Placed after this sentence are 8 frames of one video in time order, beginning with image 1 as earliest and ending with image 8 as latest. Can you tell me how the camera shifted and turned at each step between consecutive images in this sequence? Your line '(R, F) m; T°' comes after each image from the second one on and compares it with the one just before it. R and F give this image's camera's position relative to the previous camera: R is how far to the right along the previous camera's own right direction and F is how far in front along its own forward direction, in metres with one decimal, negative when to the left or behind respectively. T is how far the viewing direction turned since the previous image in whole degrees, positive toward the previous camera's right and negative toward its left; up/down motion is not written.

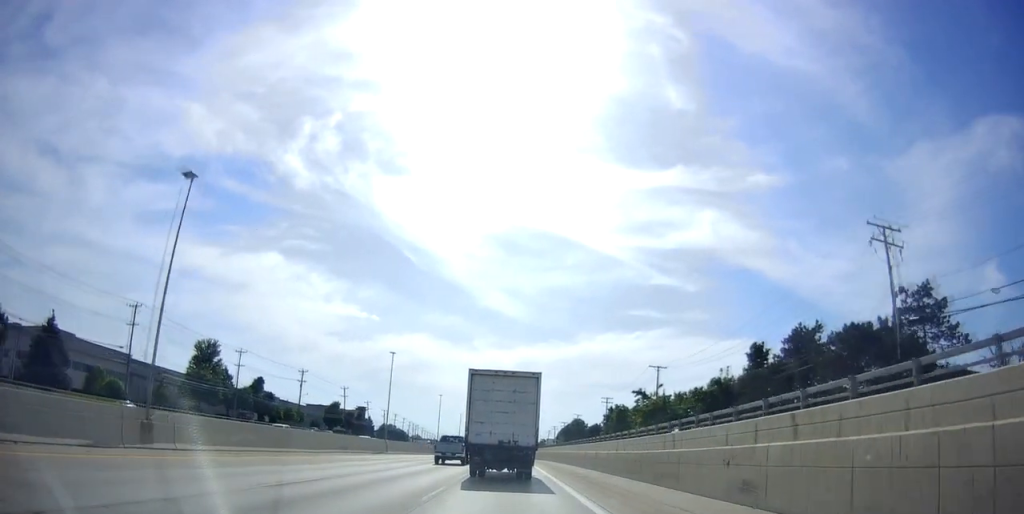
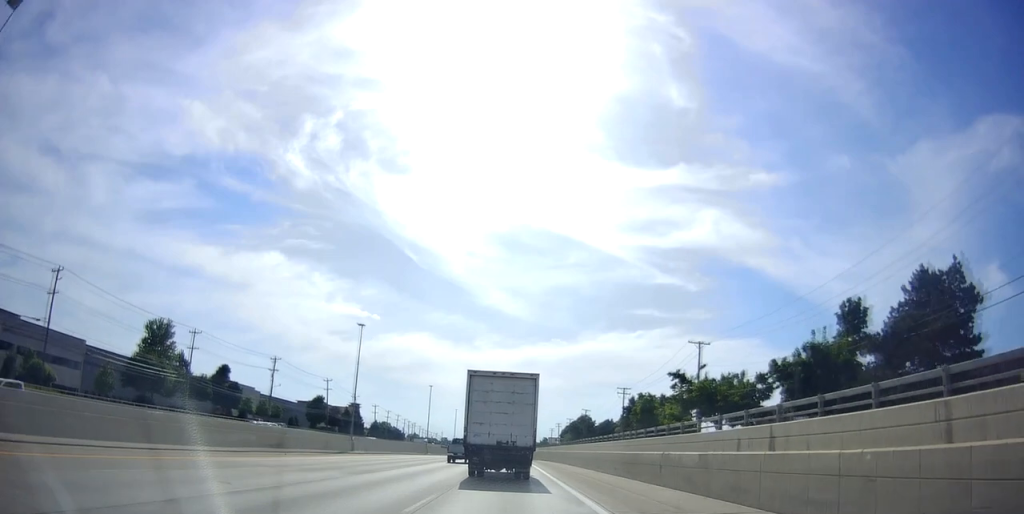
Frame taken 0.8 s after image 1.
(+0.4, +17.8) m; +1°
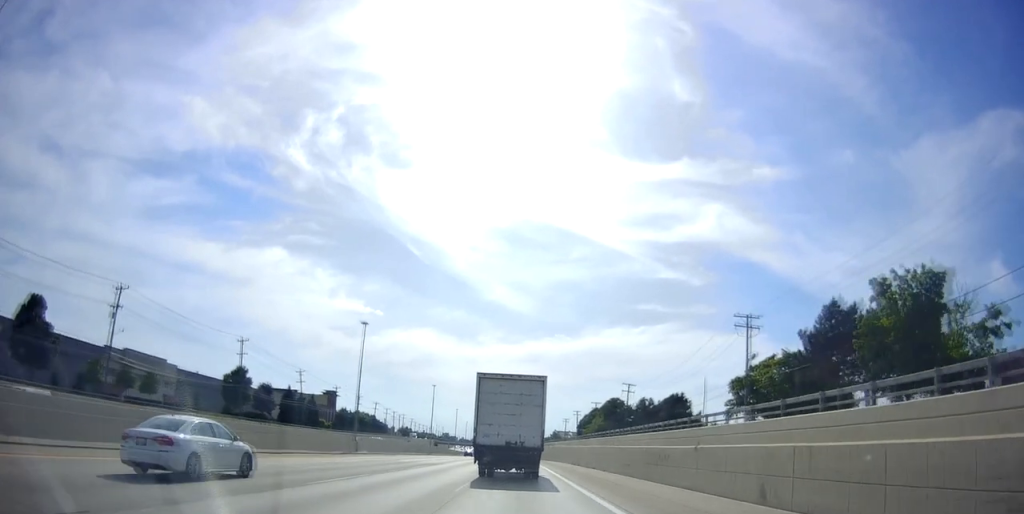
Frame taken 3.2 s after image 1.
(-1.2, +55.7) m; -3°
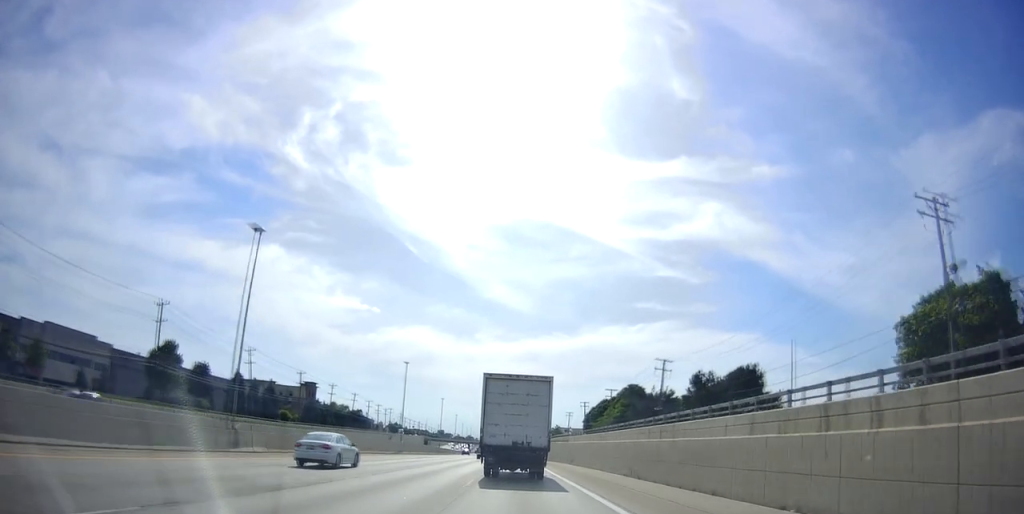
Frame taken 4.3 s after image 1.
(0.0, +27.4) m; 0°
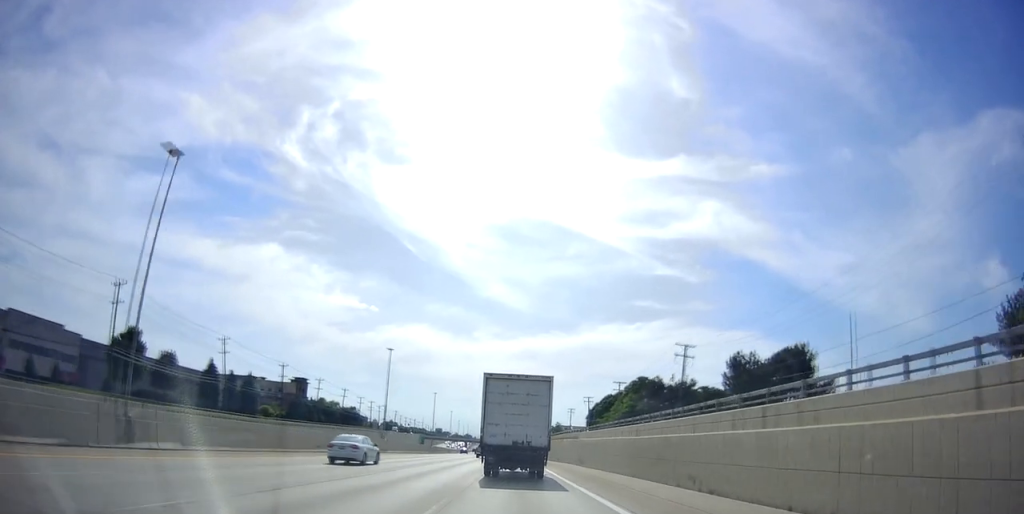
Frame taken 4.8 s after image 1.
(0.0, +11.1) m; 0°
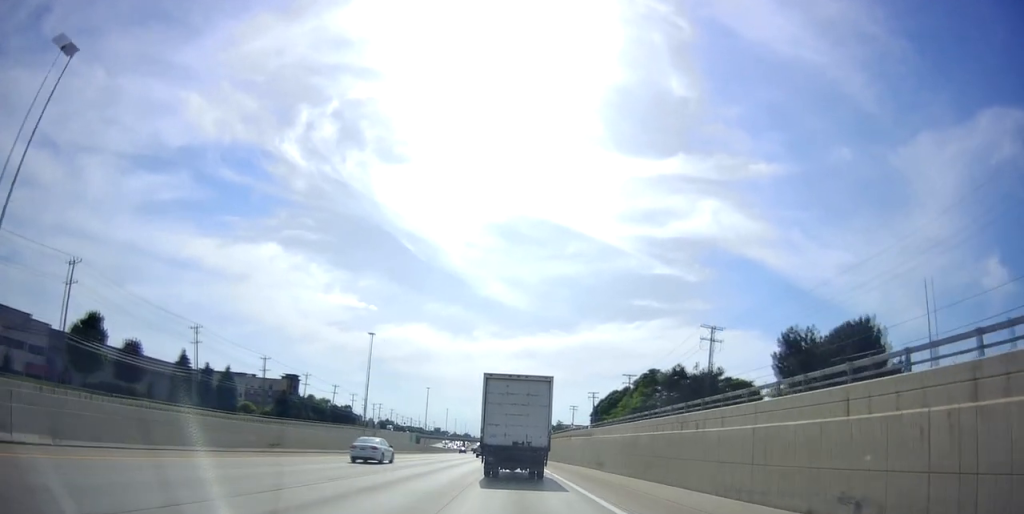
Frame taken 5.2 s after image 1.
(0.0, +10.3) m; 0°
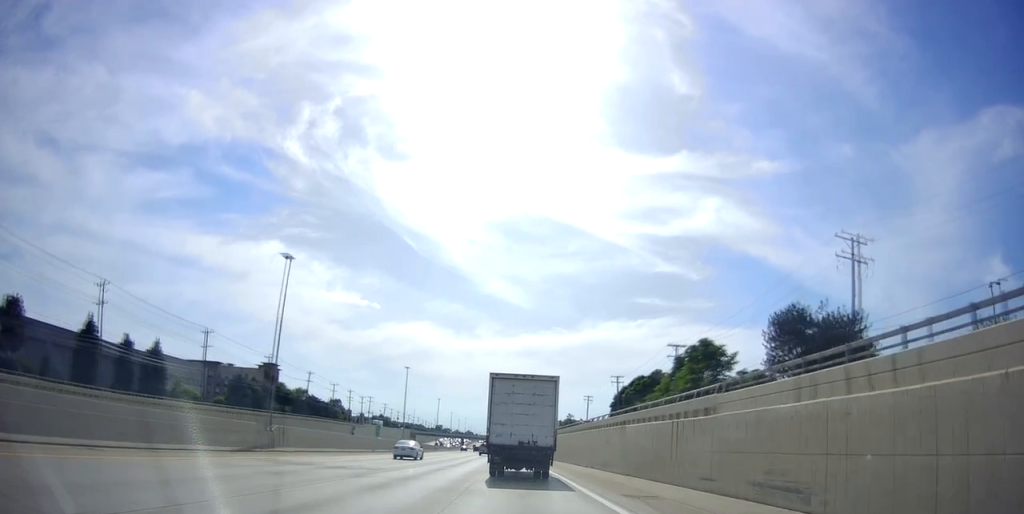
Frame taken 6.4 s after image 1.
(+0.3, +28.0) m; +2°
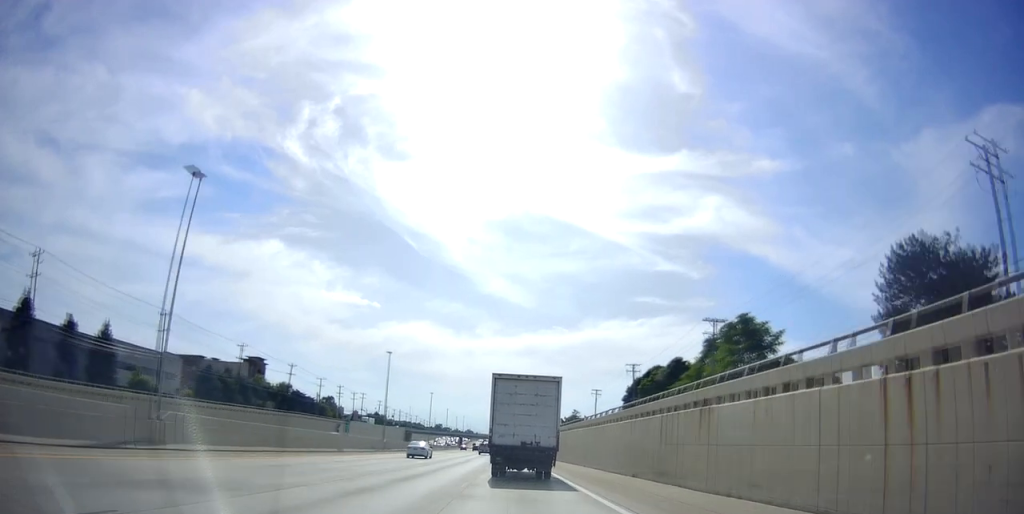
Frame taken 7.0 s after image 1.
(+0.2, +14.4) m; +1°
